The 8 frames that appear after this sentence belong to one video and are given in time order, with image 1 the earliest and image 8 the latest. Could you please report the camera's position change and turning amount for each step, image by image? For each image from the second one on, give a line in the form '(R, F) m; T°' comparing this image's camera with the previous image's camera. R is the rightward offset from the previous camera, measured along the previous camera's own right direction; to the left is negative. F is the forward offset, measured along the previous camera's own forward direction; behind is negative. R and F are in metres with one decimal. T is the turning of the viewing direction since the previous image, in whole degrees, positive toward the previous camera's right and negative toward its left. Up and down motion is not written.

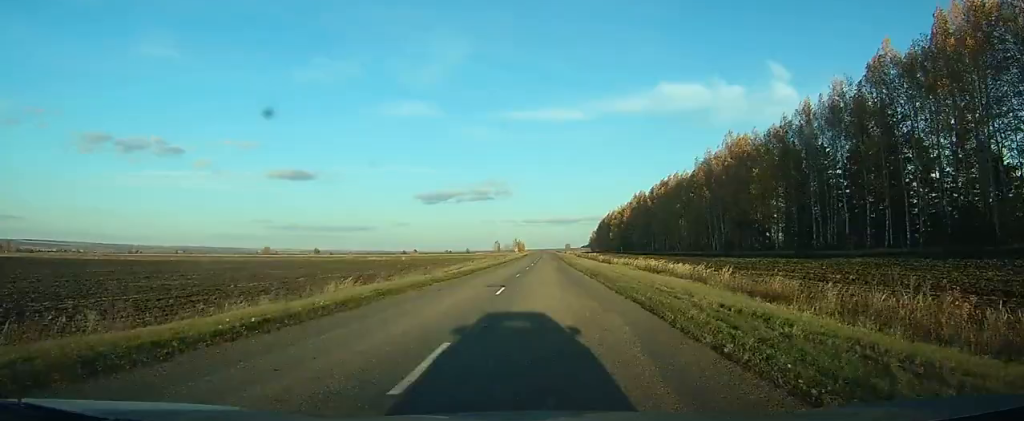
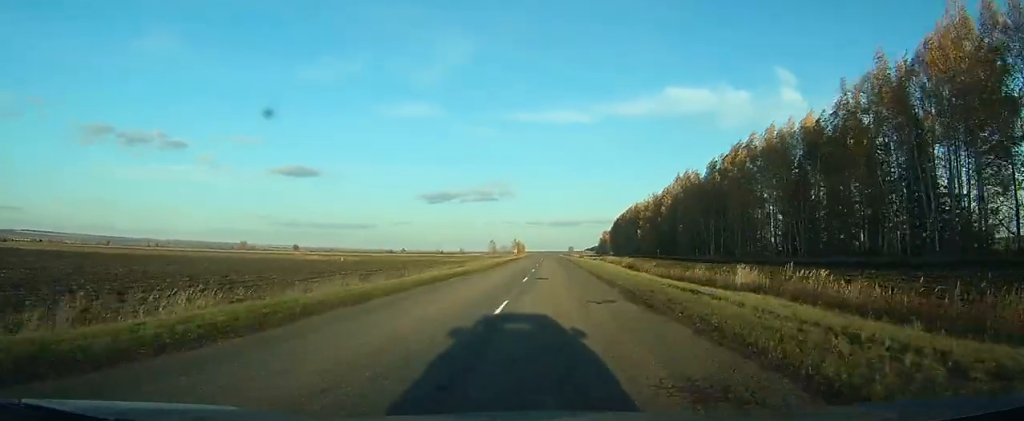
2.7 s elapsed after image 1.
(+0.1, +64.1) m; 0°
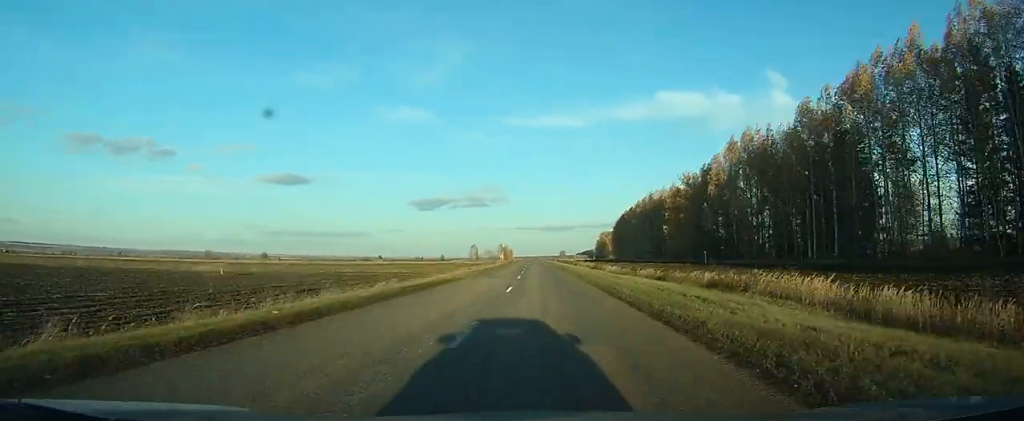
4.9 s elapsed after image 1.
(+0.2, +49.1) m; 0°
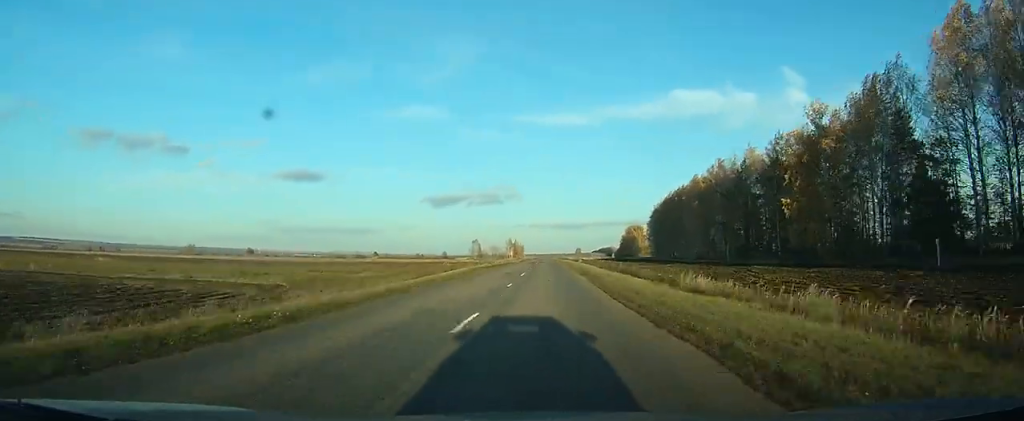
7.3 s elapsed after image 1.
(-0.2, +58.6) m; -1°
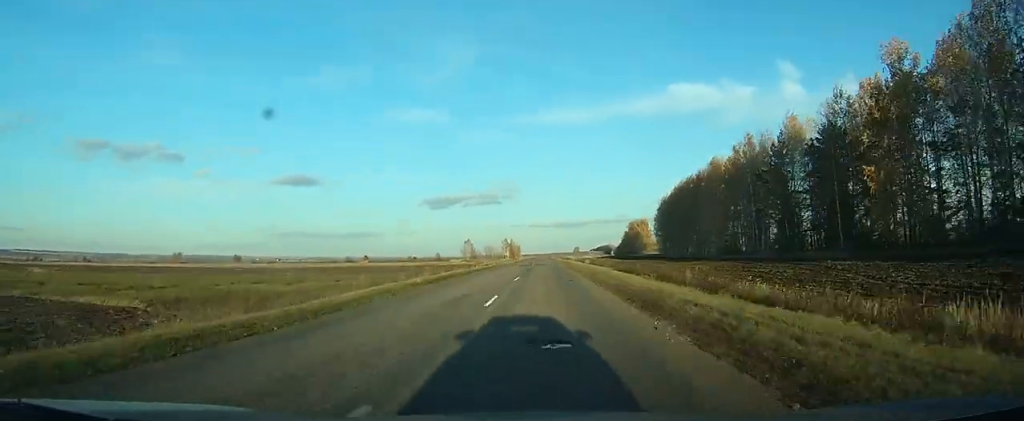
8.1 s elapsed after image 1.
(-0.1, +19.6) m; 0°
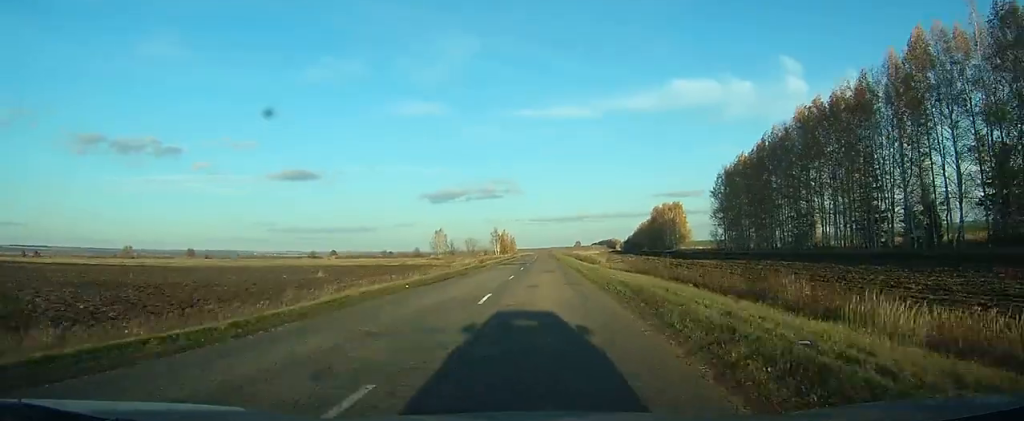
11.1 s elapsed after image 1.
(-0.5, +71.0) m; 0°
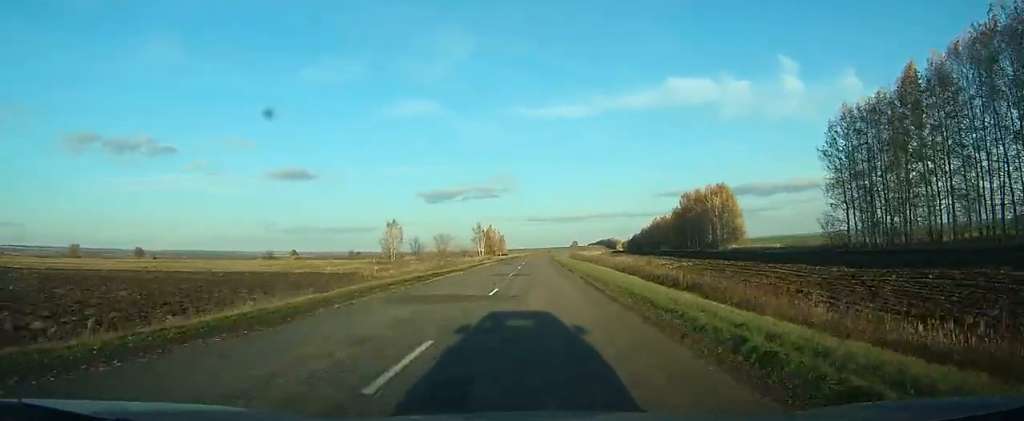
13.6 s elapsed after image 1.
(+0.2, +55.1) m; 0°
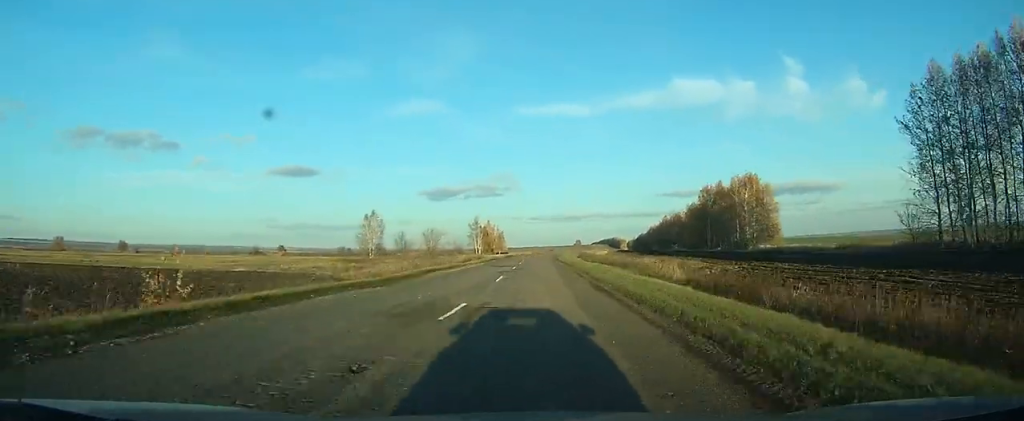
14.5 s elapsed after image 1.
(0.0, +18.3) m; 0°
